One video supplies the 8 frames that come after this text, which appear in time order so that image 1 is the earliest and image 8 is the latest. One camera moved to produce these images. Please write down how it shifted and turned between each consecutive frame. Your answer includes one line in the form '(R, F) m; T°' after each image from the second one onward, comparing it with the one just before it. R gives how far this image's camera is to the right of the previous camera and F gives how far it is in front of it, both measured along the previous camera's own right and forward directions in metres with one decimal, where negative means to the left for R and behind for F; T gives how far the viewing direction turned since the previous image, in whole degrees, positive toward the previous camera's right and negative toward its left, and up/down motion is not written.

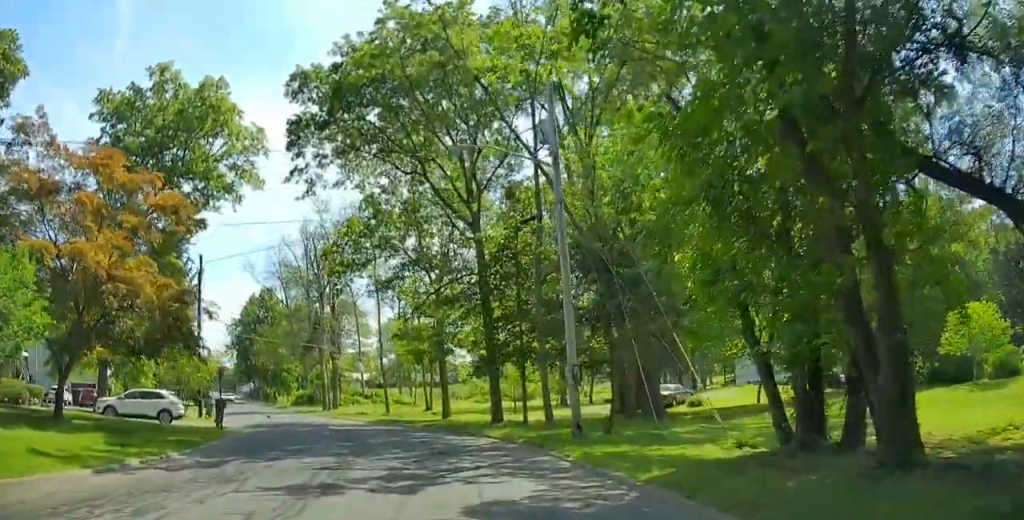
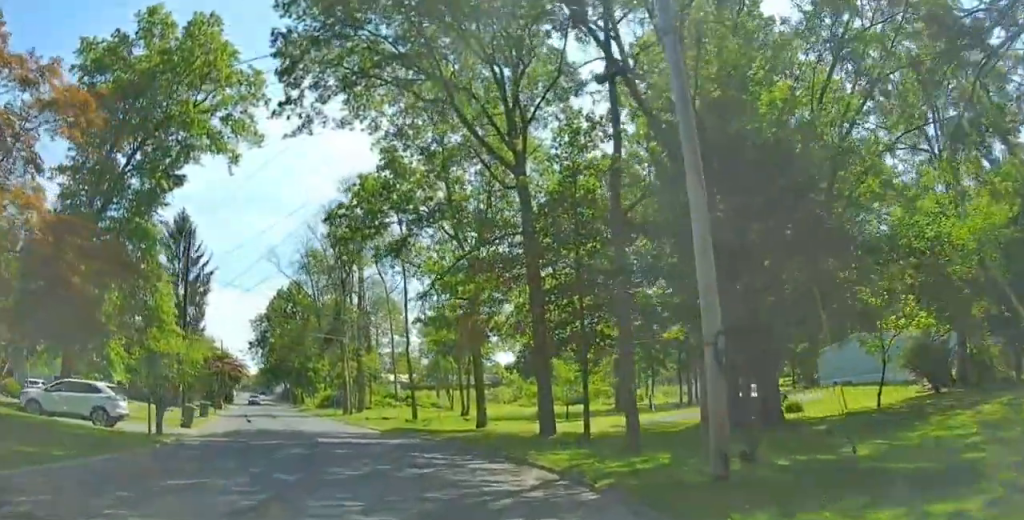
(0.0, +9.0) m; -2°
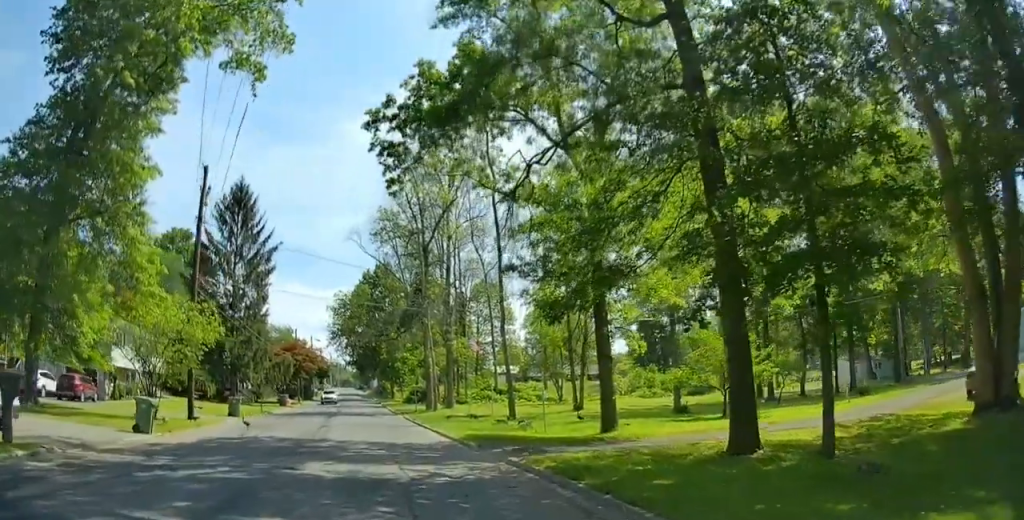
(-1.0, +11.4) m; -18°
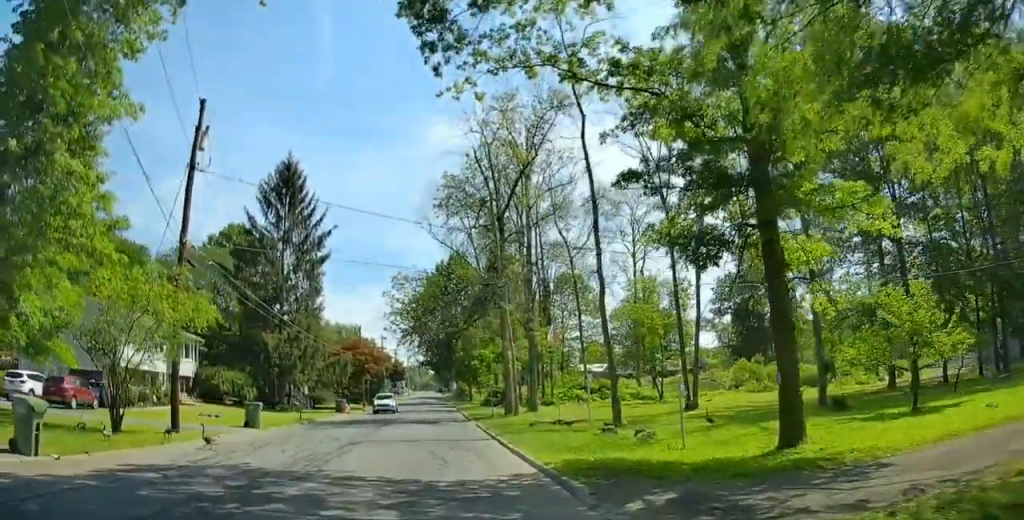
(-1.0, +8.3) m; +1°
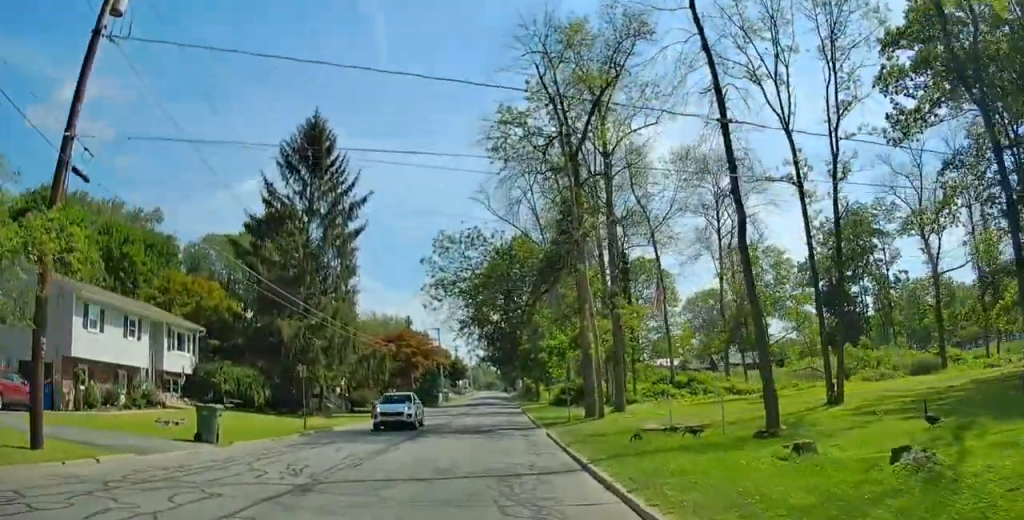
(+0.9, +10.7) m; -1°
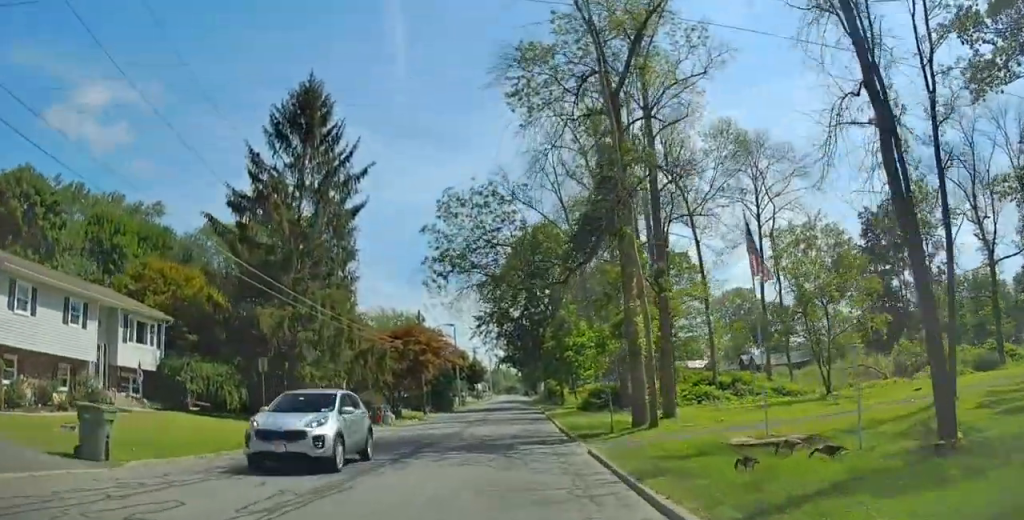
(-0.5, +7.1) m; -7°
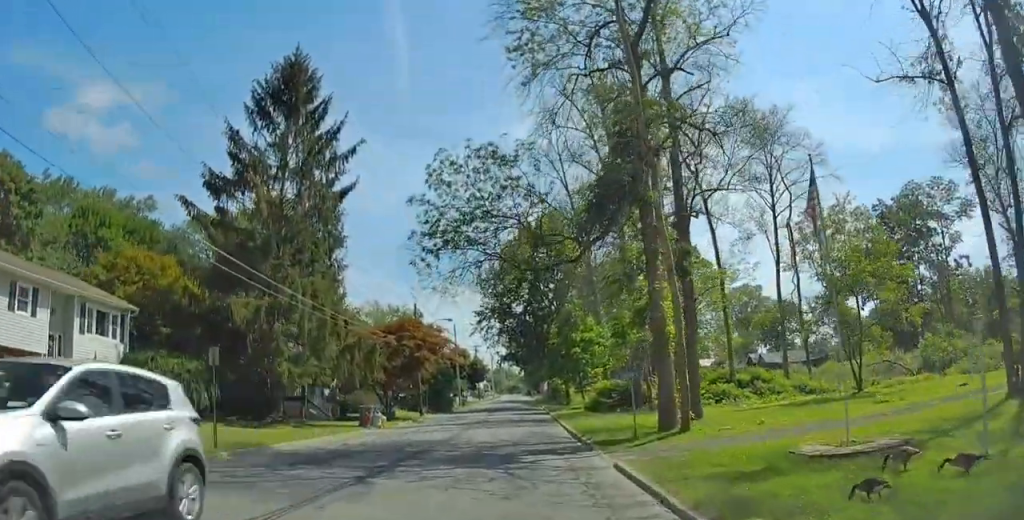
(-0.1, +3.7) m; -3°
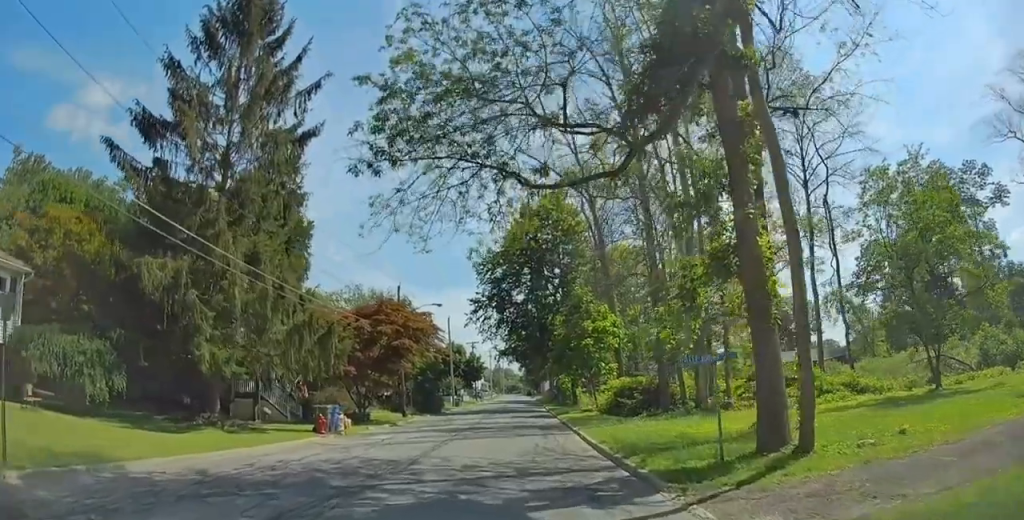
(-0.3, +7.9) m; 0°
